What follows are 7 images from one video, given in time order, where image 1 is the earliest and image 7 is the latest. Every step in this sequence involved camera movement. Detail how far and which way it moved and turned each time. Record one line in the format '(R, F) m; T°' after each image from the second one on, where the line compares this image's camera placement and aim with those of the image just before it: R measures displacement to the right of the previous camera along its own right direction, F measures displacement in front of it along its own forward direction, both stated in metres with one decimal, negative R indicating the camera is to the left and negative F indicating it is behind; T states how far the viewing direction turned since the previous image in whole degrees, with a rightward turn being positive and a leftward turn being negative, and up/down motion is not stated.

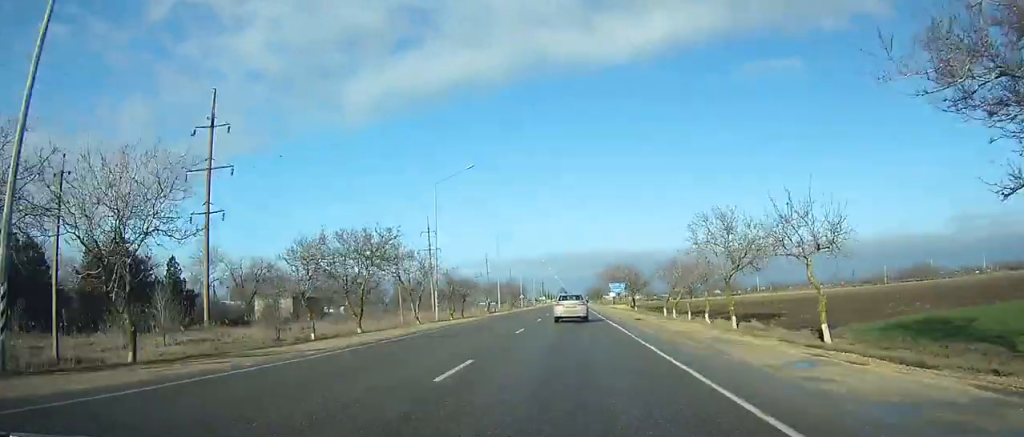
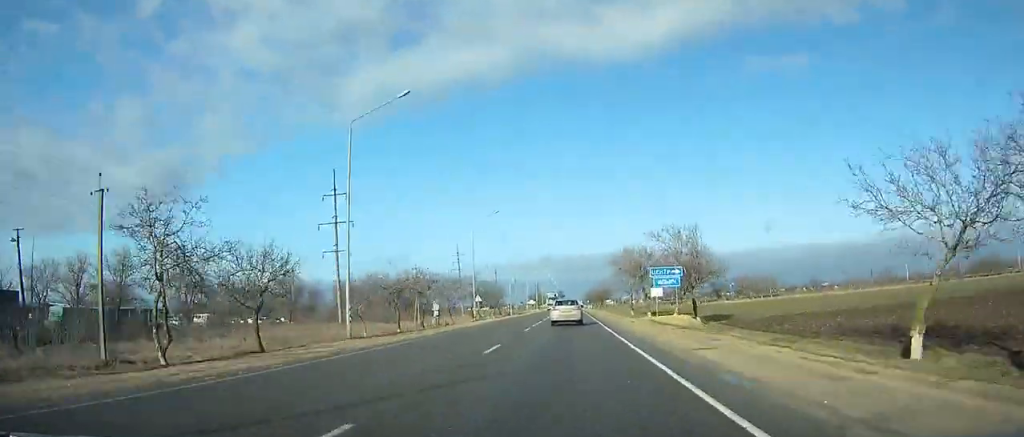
(0.0, +54.1) m; 0°
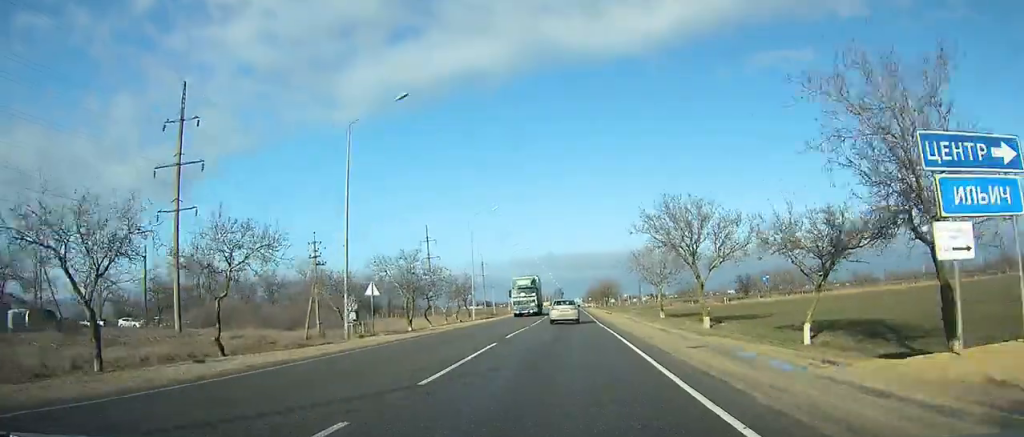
(0.0, +36.7) m; 0°
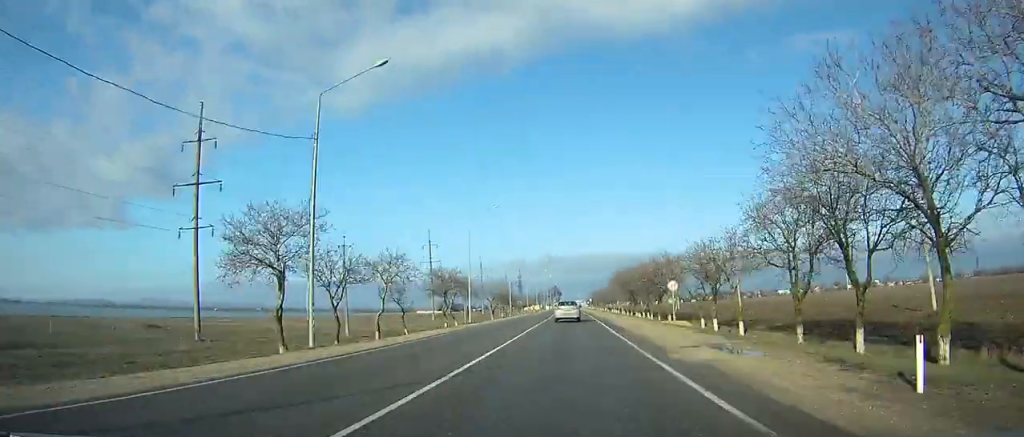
(-1.3, +177.4) m; 0°
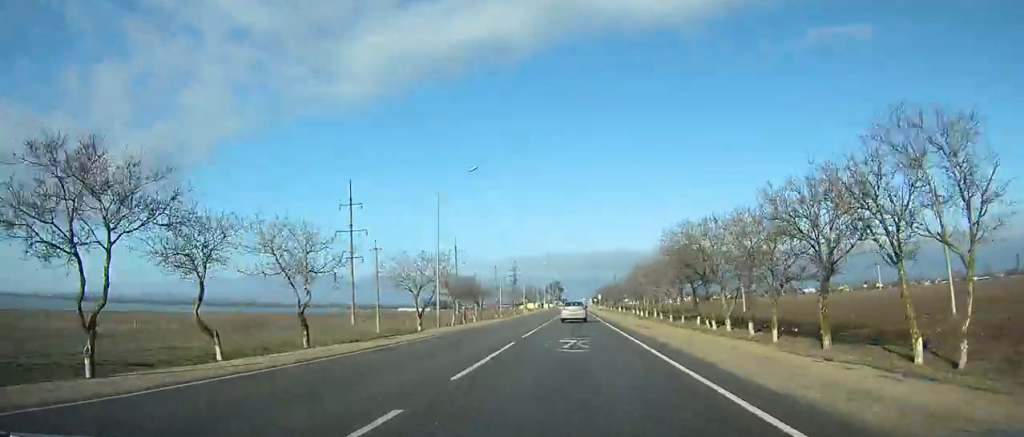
(-0.1, +53.2) m; 0°
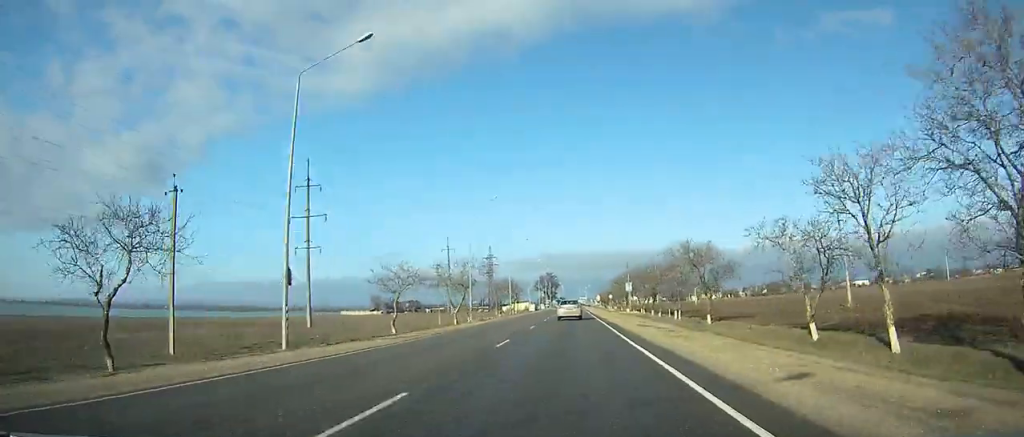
(+0.4, +94.2) m; 0°
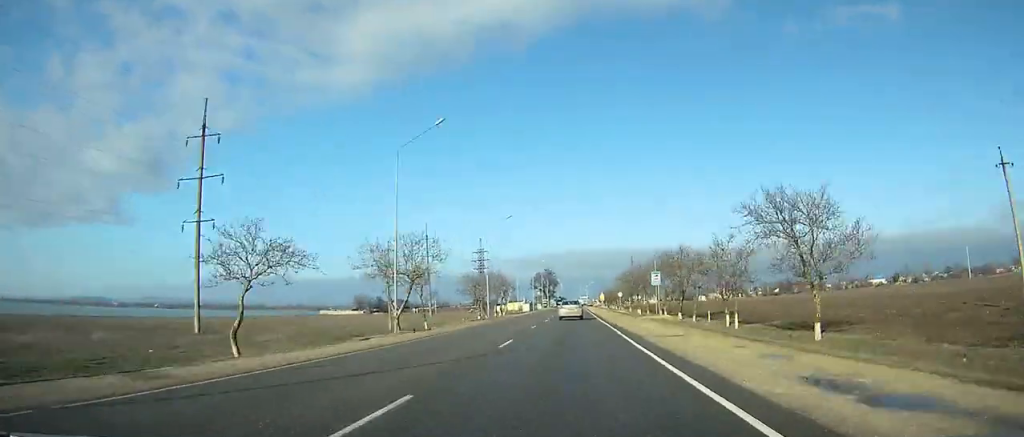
(0.0, +24.3) m; 0°
